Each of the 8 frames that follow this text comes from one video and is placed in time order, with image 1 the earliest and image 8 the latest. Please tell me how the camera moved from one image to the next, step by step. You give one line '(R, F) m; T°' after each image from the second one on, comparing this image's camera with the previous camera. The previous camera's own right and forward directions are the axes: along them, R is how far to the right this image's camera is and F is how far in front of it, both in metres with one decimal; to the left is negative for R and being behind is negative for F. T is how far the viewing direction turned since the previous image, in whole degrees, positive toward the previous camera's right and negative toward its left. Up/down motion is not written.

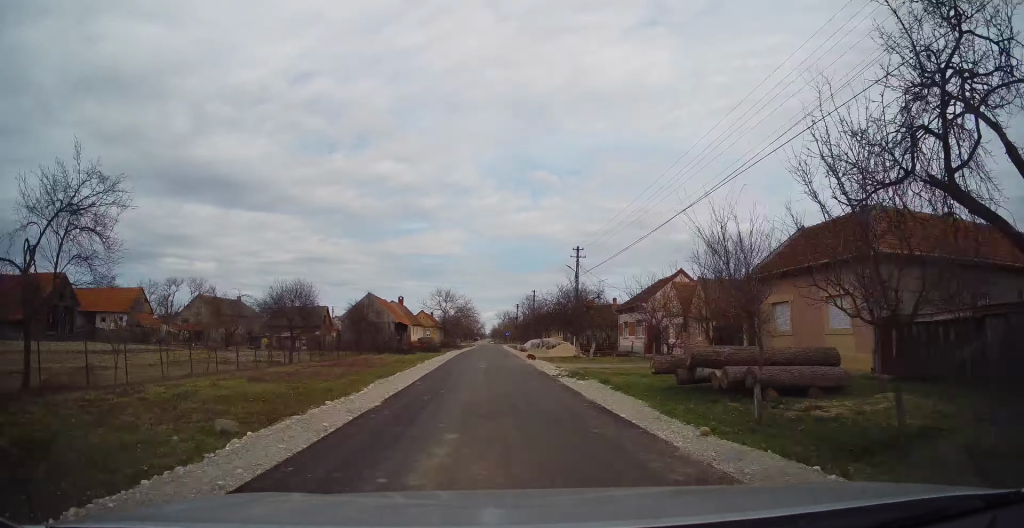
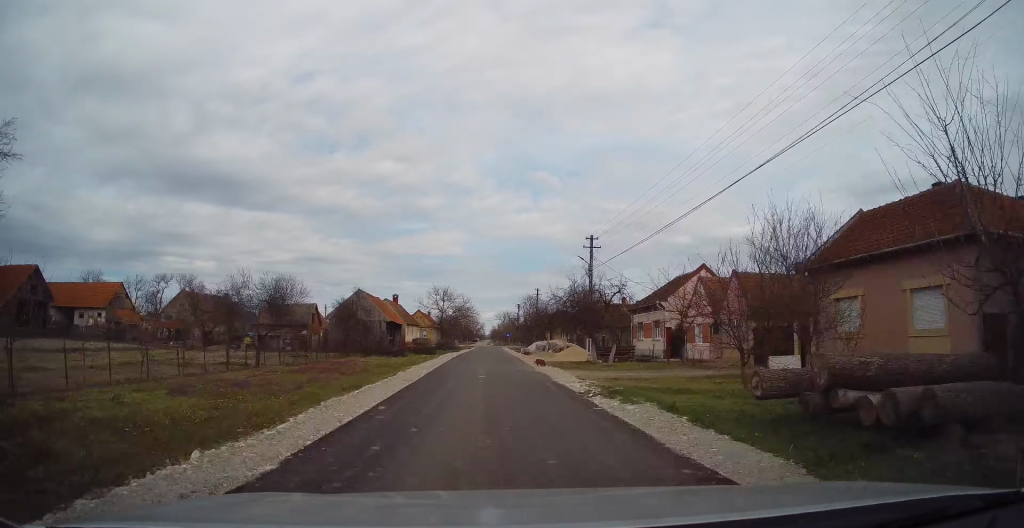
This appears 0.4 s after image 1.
(-0.1, +5.2) m; 0°
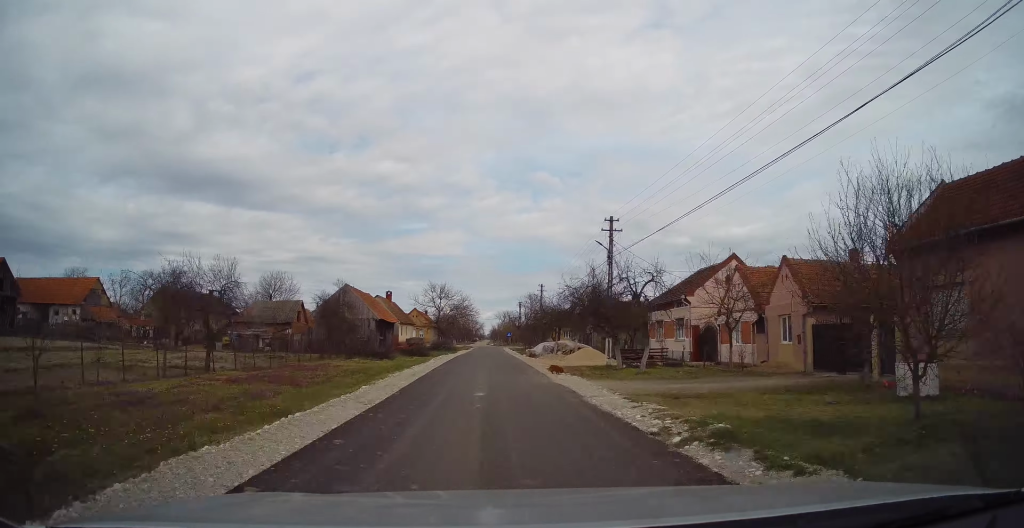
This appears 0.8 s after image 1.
(0.0, +5.6) m; 0°
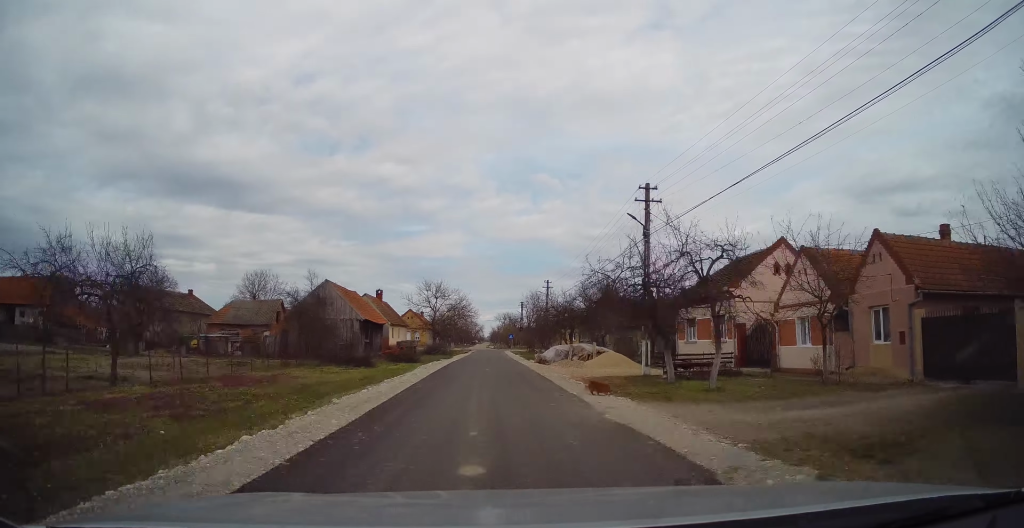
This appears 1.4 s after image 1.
(+0.1, +6.8) m; +1°
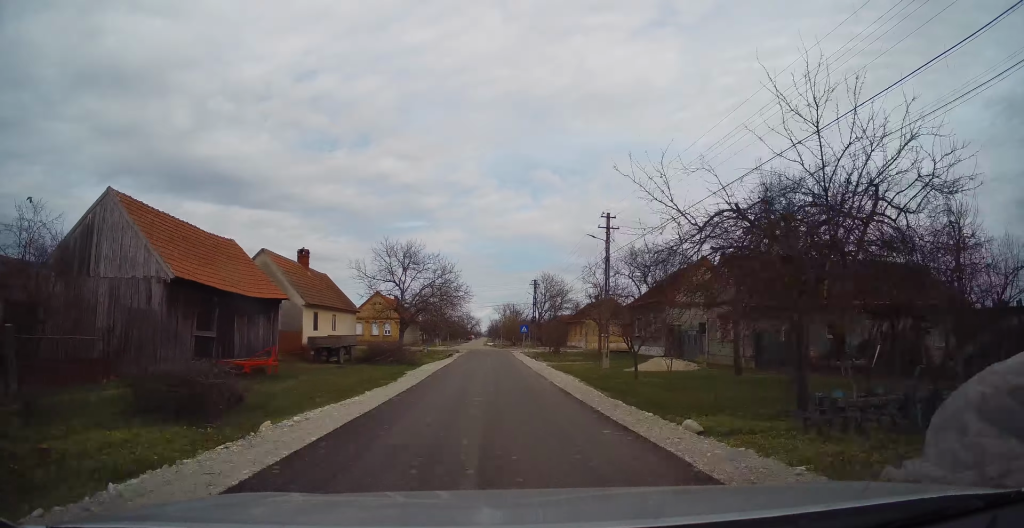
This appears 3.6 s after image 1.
(+0.6, +28.9) m; +1°
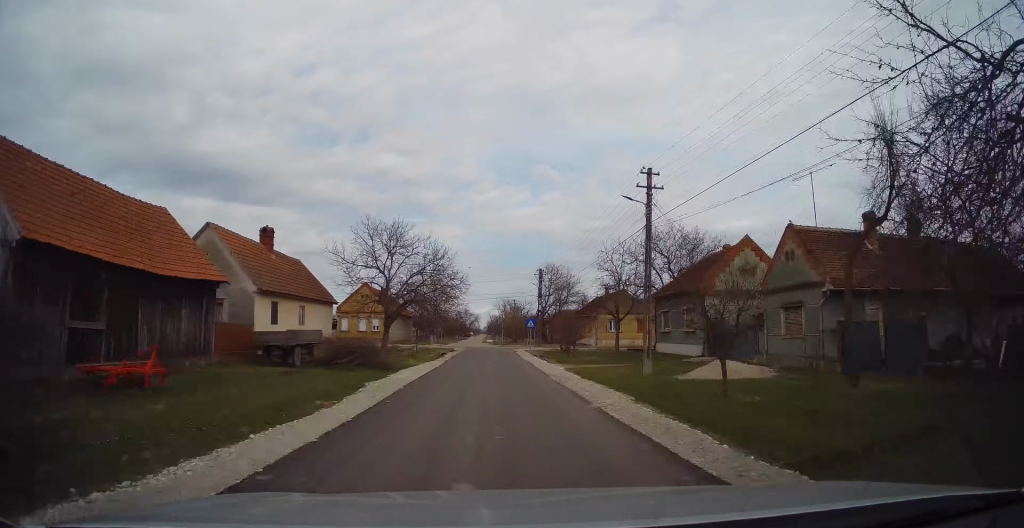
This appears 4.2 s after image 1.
(0.0, +7.1) m; -1°
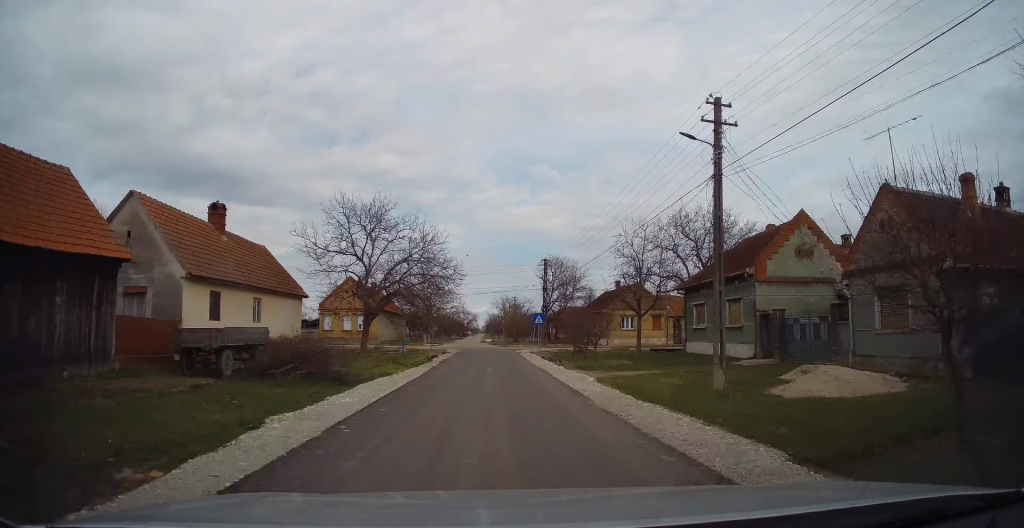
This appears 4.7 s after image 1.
(0.0, +6.6) m; 0°
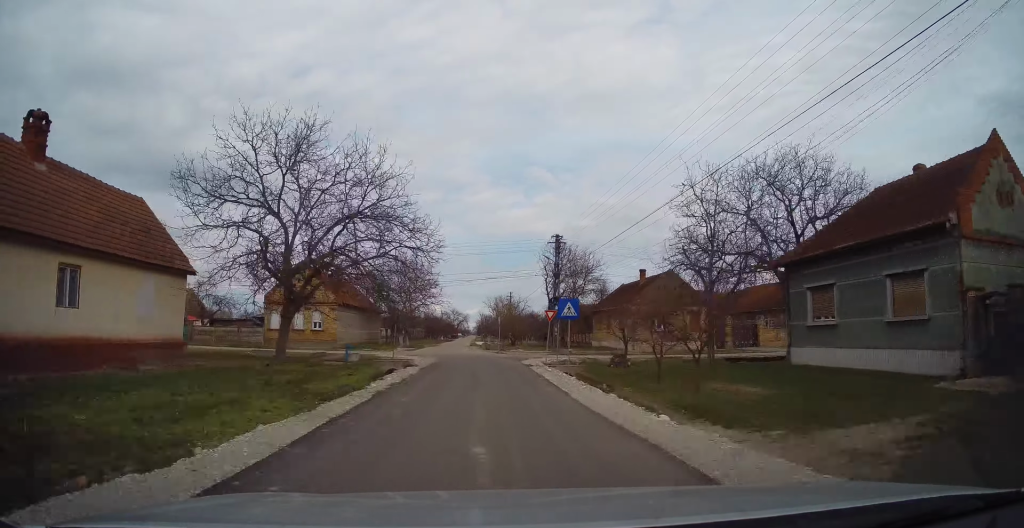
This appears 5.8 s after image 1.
(0.0, +12.9) m; +1°
